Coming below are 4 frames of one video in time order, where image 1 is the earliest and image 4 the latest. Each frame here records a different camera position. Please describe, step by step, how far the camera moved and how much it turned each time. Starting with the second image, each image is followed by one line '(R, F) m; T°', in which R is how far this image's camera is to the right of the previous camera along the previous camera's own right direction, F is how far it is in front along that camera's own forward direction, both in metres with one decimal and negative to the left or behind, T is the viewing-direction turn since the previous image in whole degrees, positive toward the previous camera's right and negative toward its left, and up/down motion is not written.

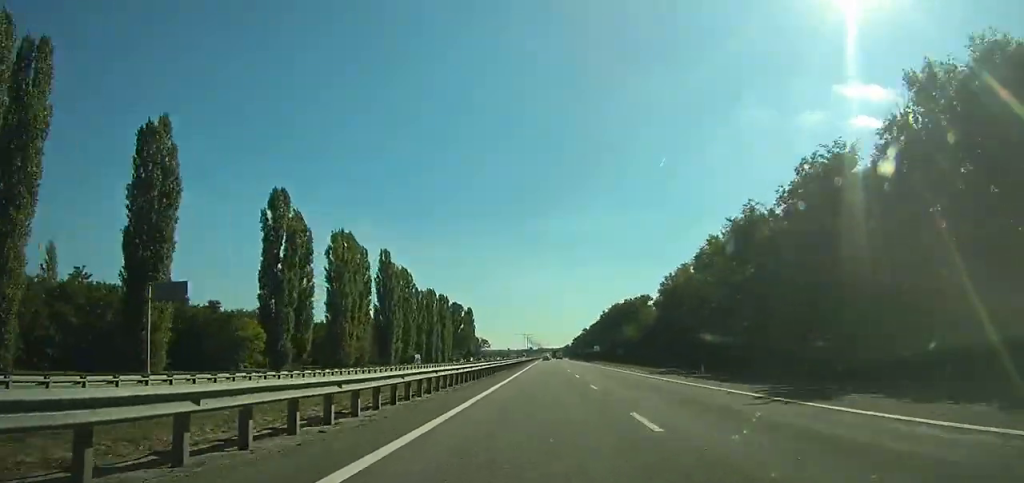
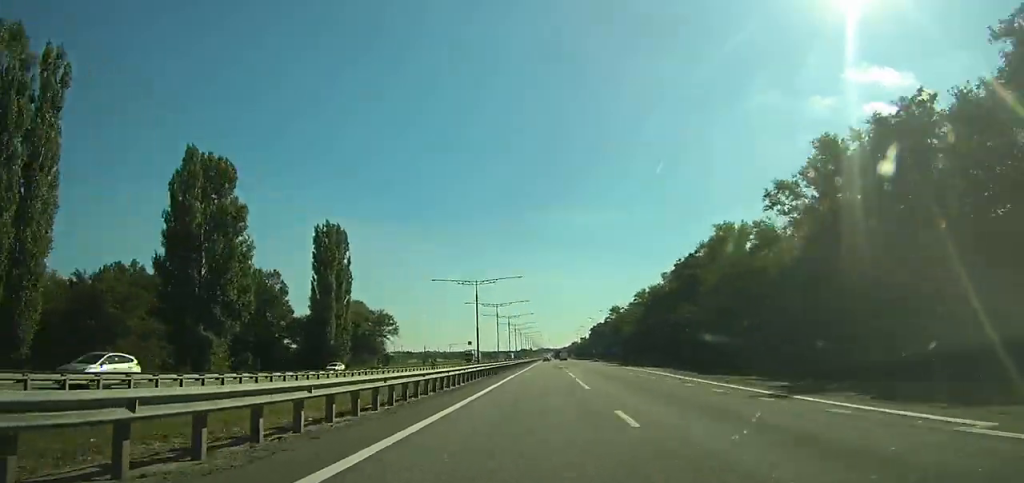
(-0.2, +180.2) m; 0°
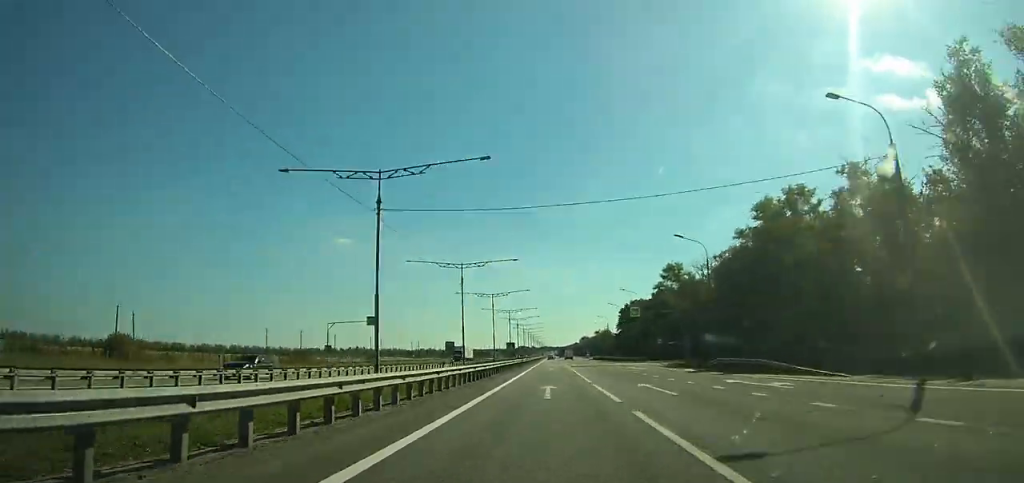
(+0.1, +99.5) m; 0°
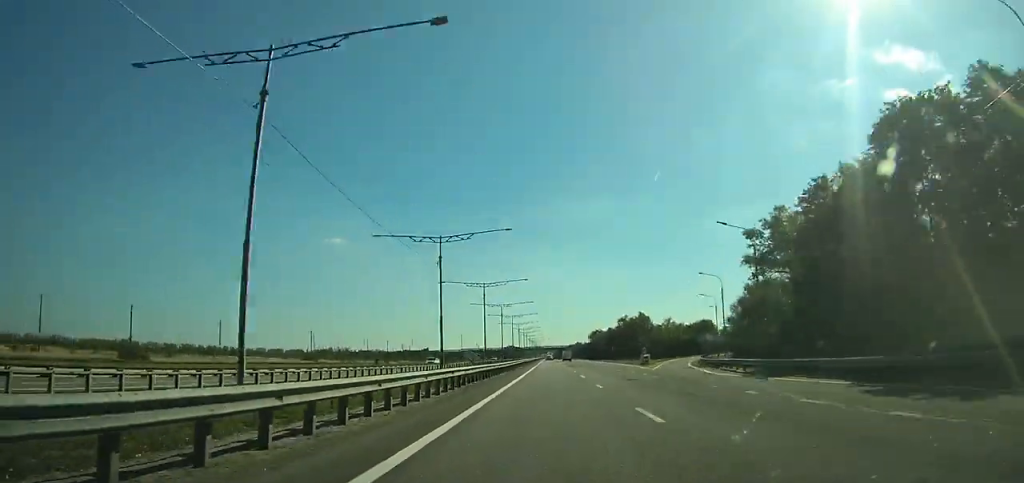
(+0.1, +134.4) m; 0°
